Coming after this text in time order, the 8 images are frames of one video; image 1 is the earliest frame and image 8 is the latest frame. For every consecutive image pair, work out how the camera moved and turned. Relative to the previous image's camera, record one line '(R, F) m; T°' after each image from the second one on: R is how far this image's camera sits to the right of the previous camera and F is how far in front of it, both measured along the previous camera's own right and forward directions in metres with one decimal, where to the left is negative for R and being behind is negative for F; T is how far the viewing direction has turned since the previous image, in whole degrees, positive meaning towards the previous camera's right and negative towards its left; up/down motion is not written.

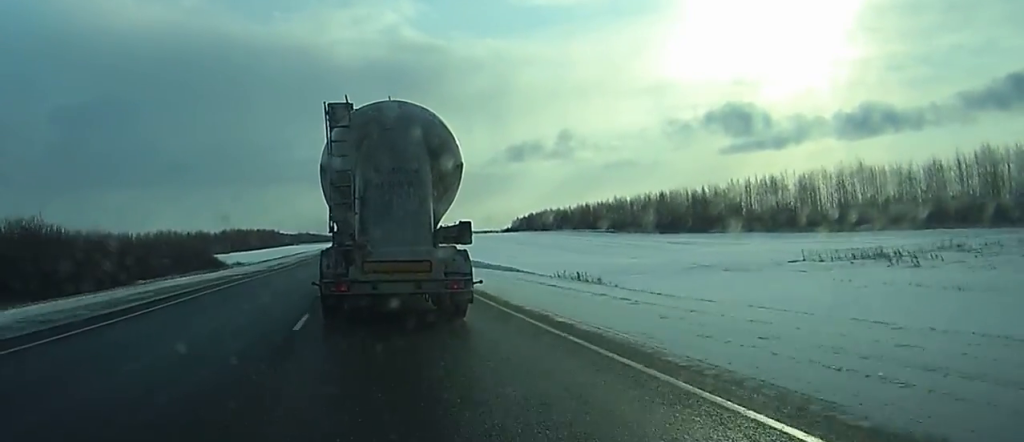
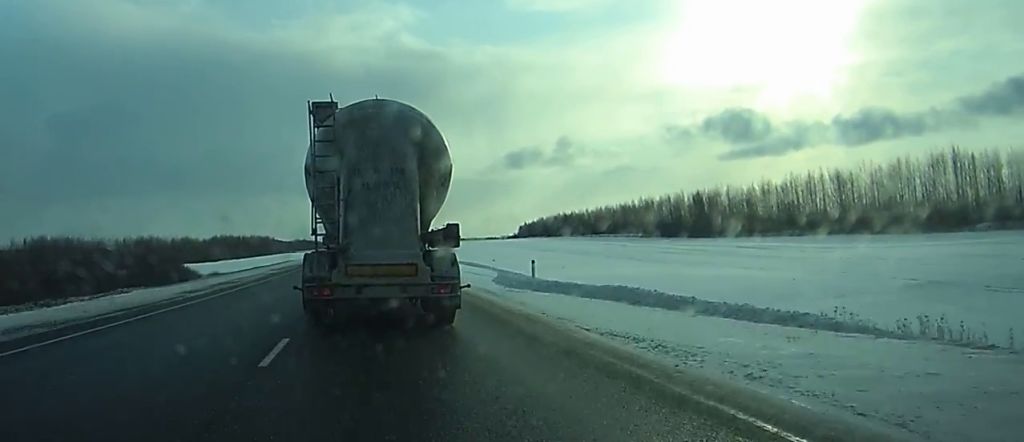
(+0.2, +28.6) m; 0°
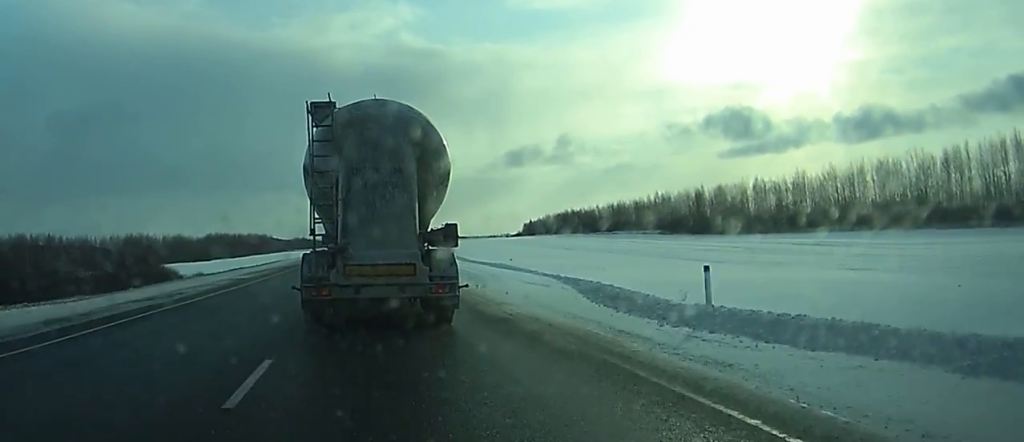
(0.0, +14.8) m; 0°
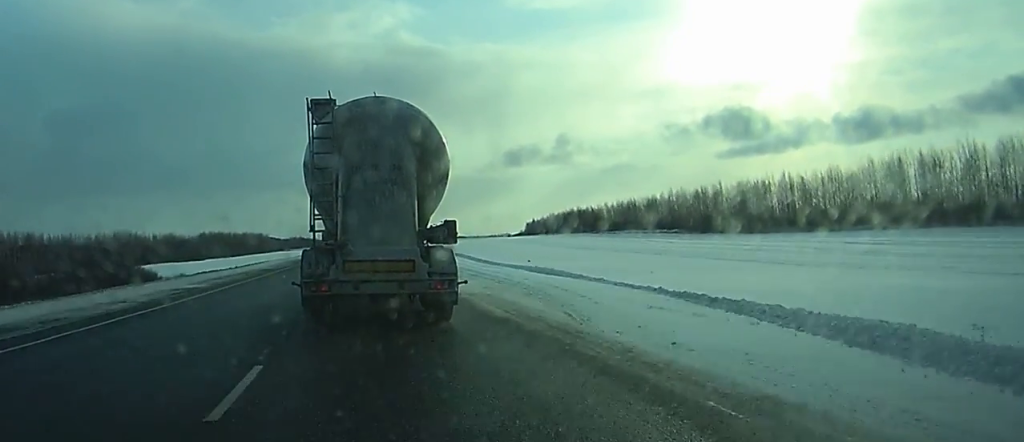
(0.0, +13.0) m; 0°
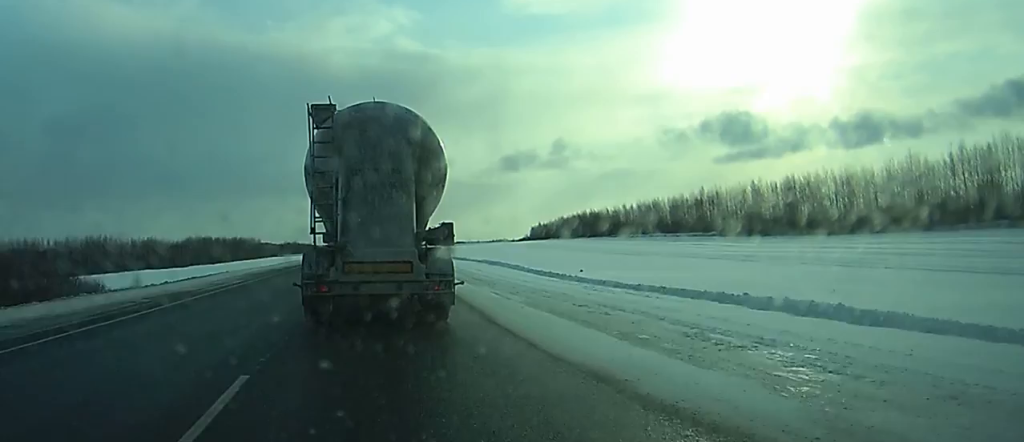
(+0.1, +24.8) m; 0°
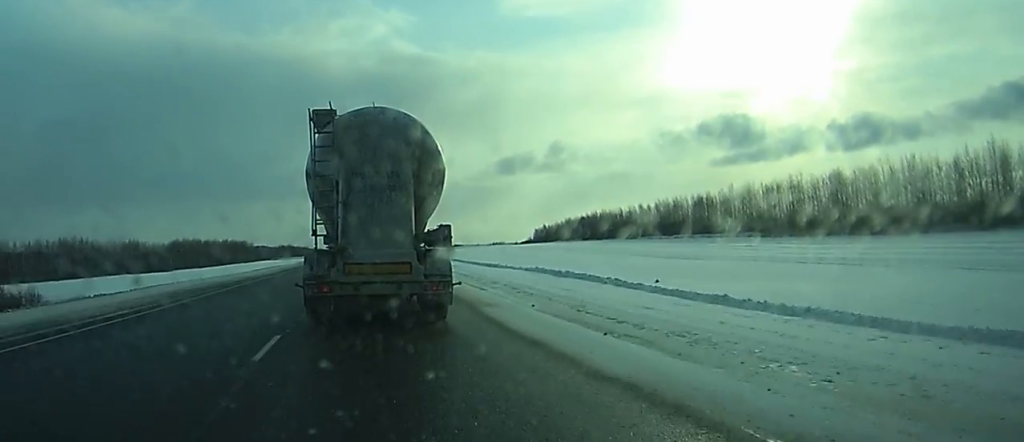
(0.0, +19.8) m; 0°
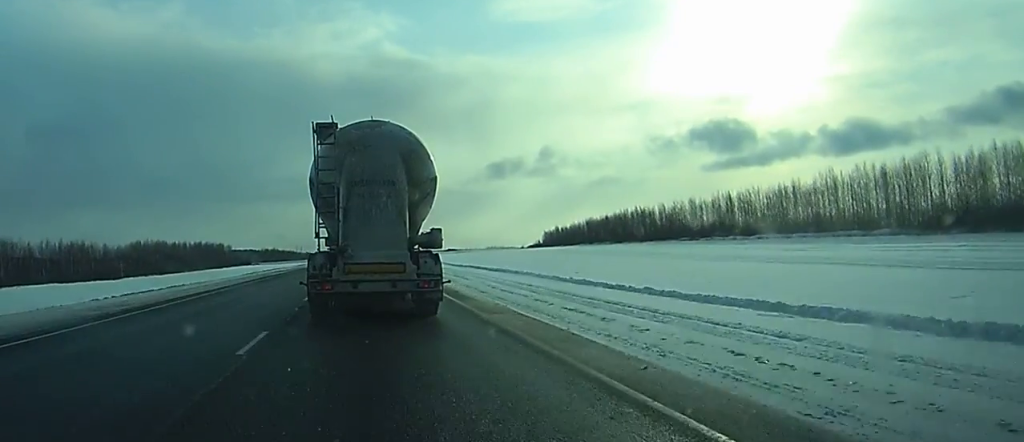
(+0.1, +47.5) m; 0°
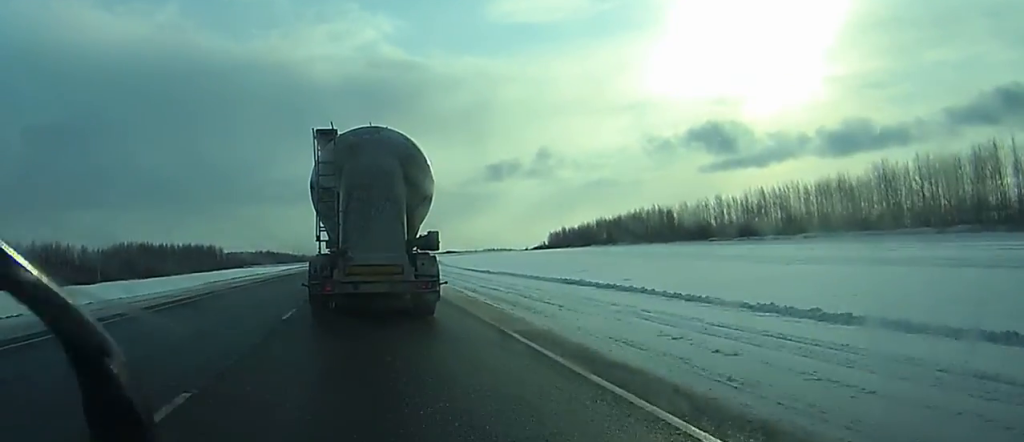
(+0.1, +17.8) m; 0°
